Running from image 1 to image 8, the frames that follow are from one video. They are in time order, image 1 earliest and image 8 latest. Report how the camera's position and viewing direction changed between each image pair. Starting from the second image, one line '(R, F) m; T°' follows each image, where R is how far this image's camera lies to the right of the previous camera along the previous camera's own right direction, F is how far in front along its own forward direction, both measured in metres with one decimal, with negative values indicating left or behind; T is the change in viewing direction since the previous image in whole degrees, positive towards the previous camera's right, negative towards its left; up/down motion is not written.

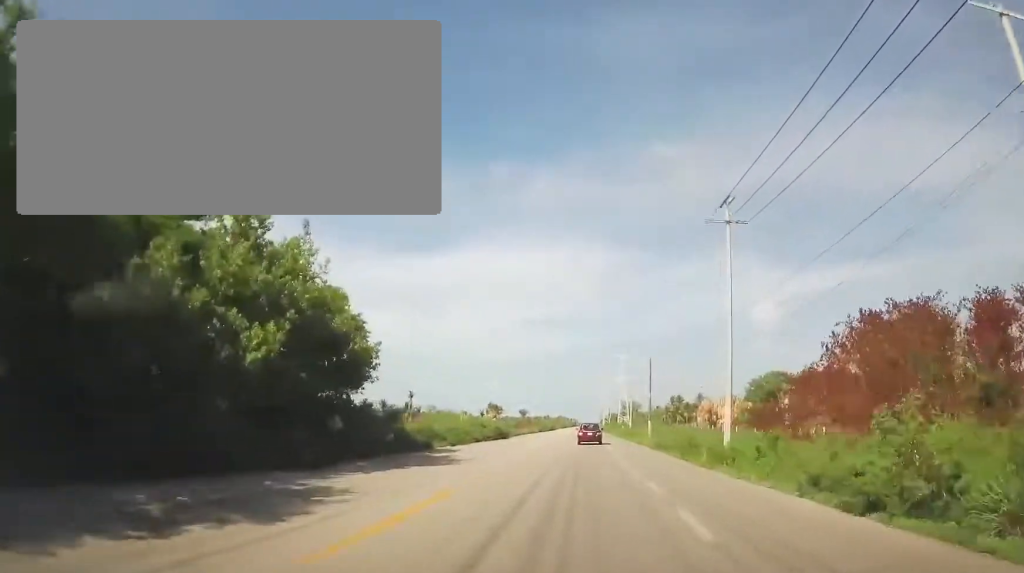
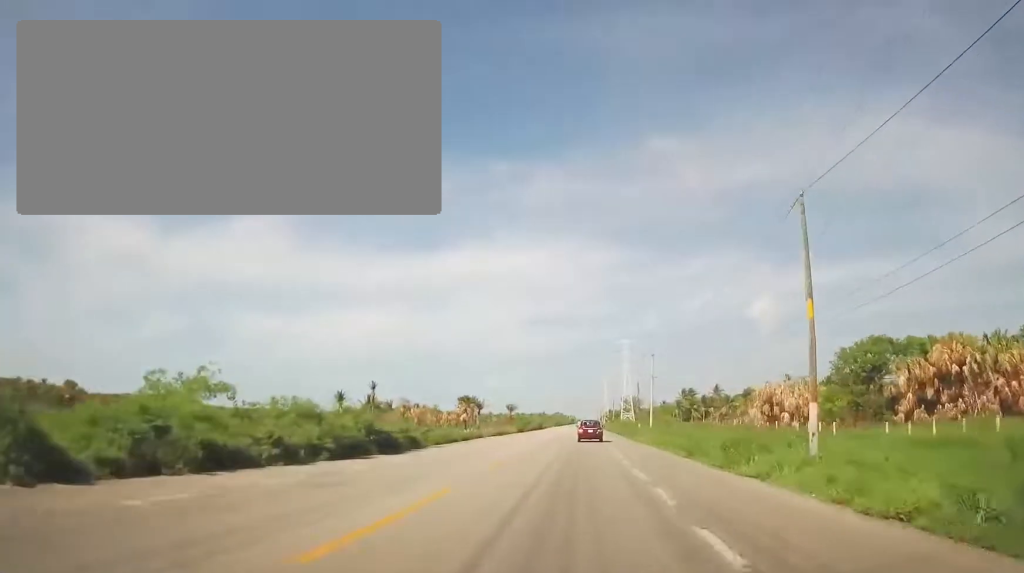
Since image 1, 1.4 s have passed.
(-0.8, +34.9) m; -1°
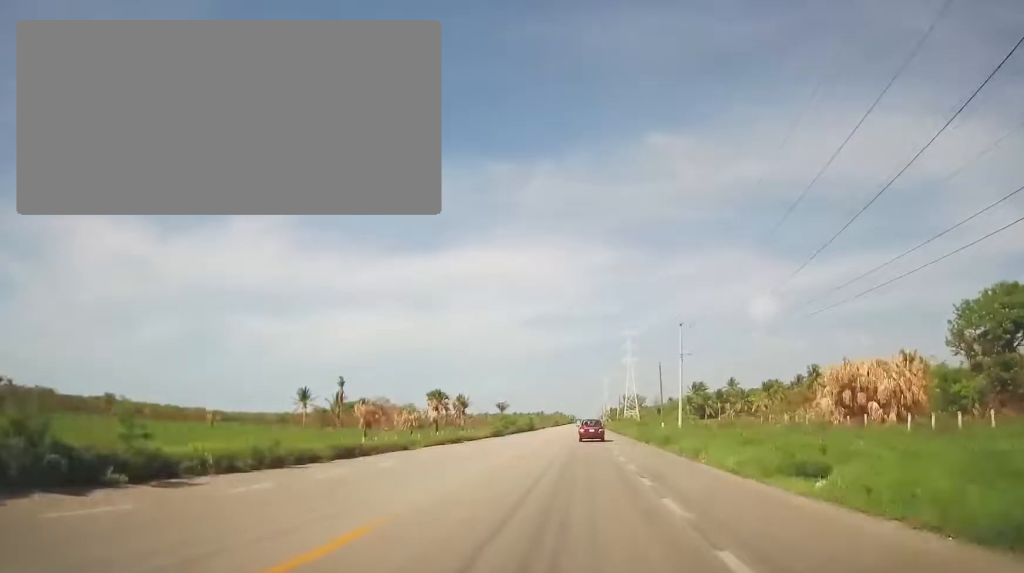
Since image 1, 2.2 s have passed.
(+0.2, +22.3) m; +1°
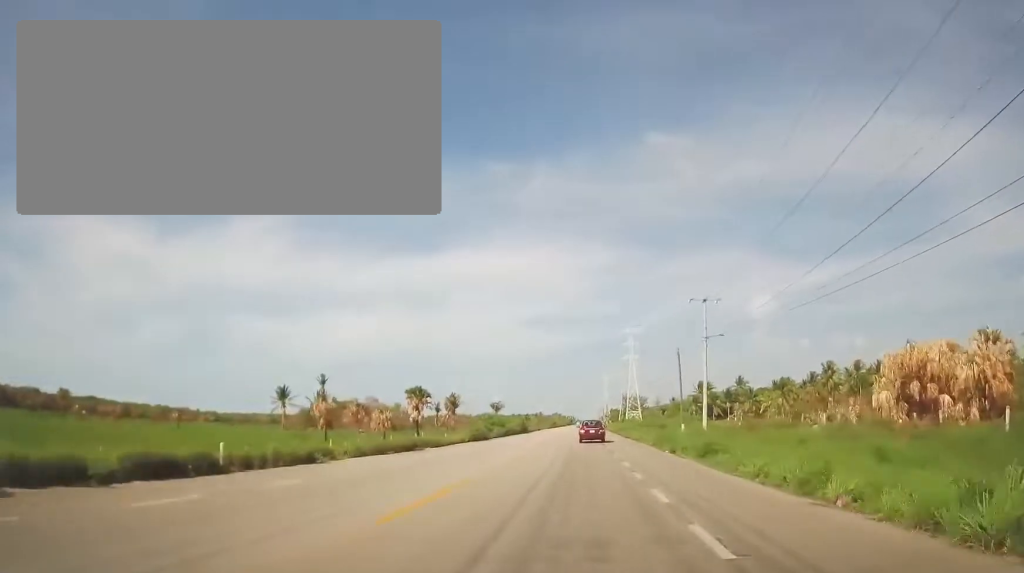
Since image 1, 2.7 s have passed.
(+0.1, +10.7) m; 0°
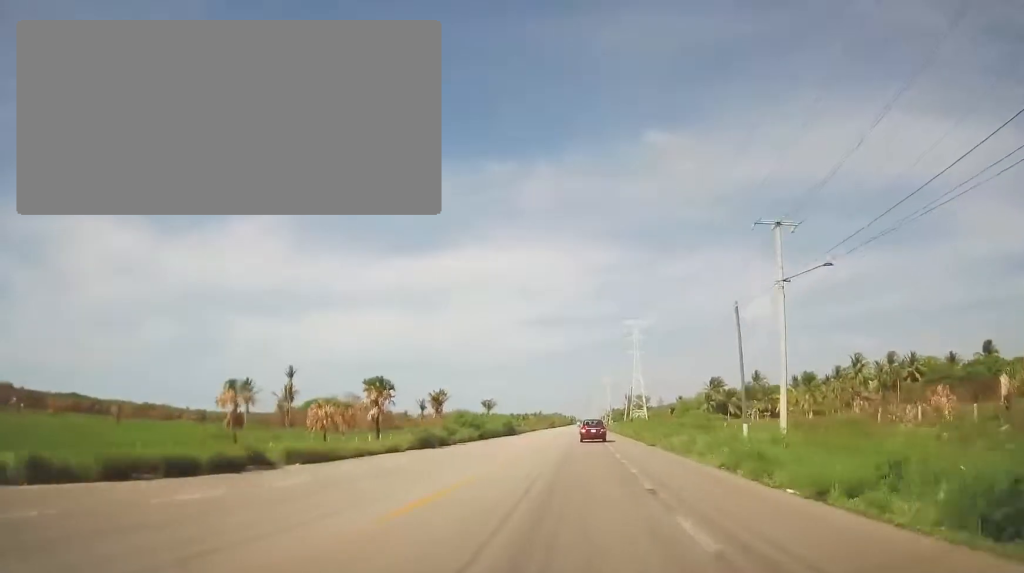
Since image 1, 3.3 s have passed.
(+0.1, +16.3) m; 0°
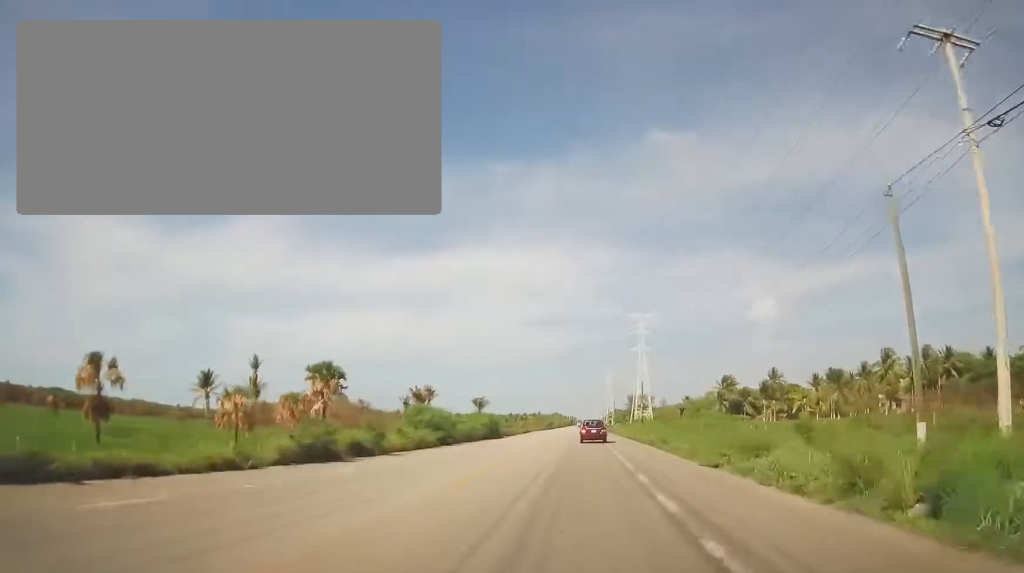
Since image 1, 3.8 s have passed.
(+0.1, +14.2) m; 0°
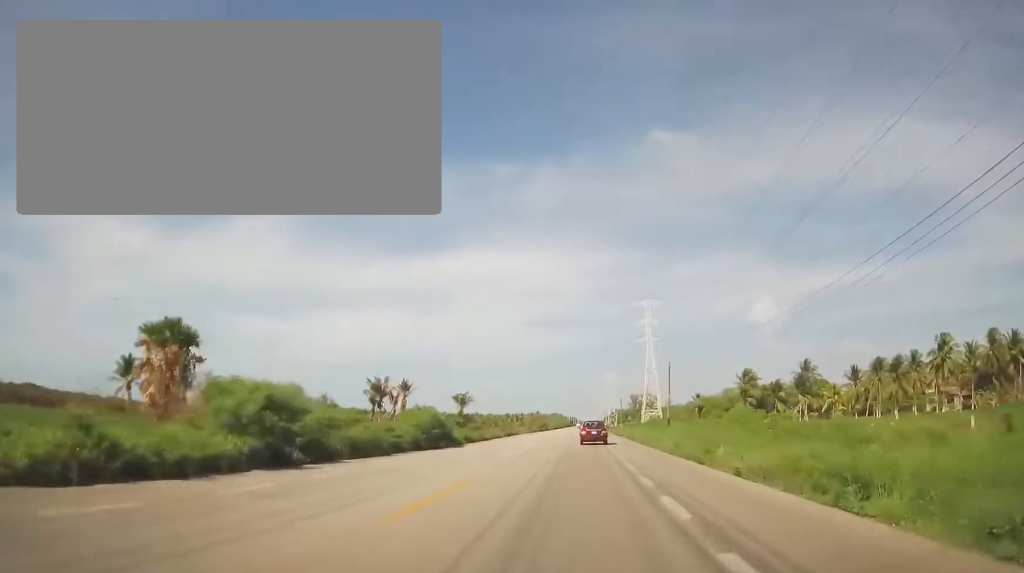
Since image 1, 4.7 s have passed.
(-0.1, +21.7) m; 0°
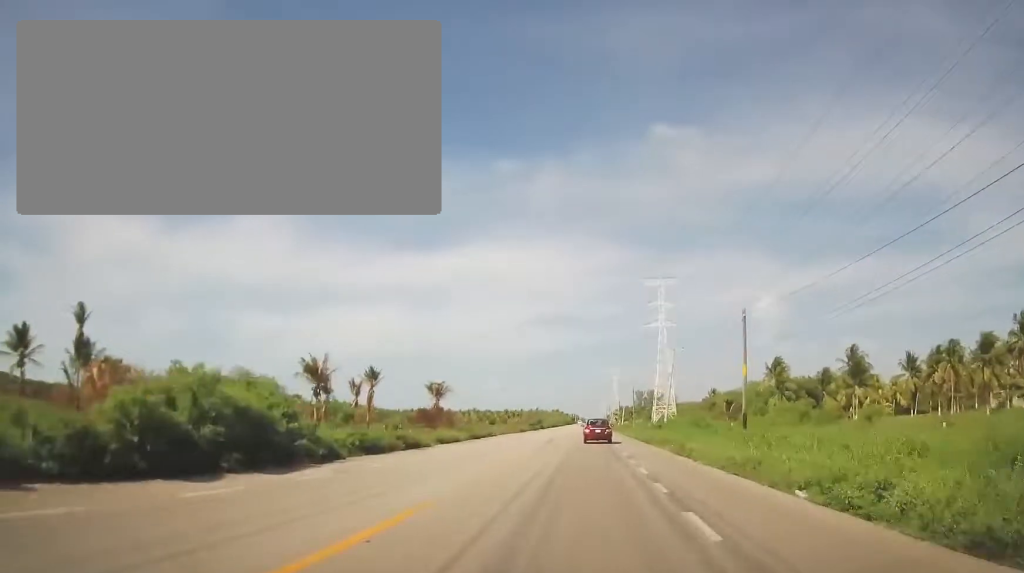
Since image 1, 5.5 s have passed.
(0.0, +22.2) m; 0°
